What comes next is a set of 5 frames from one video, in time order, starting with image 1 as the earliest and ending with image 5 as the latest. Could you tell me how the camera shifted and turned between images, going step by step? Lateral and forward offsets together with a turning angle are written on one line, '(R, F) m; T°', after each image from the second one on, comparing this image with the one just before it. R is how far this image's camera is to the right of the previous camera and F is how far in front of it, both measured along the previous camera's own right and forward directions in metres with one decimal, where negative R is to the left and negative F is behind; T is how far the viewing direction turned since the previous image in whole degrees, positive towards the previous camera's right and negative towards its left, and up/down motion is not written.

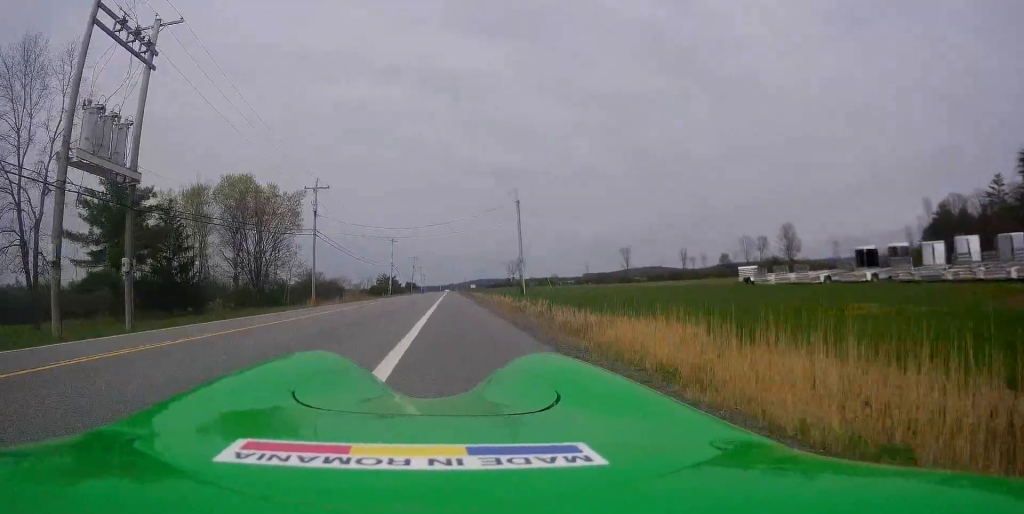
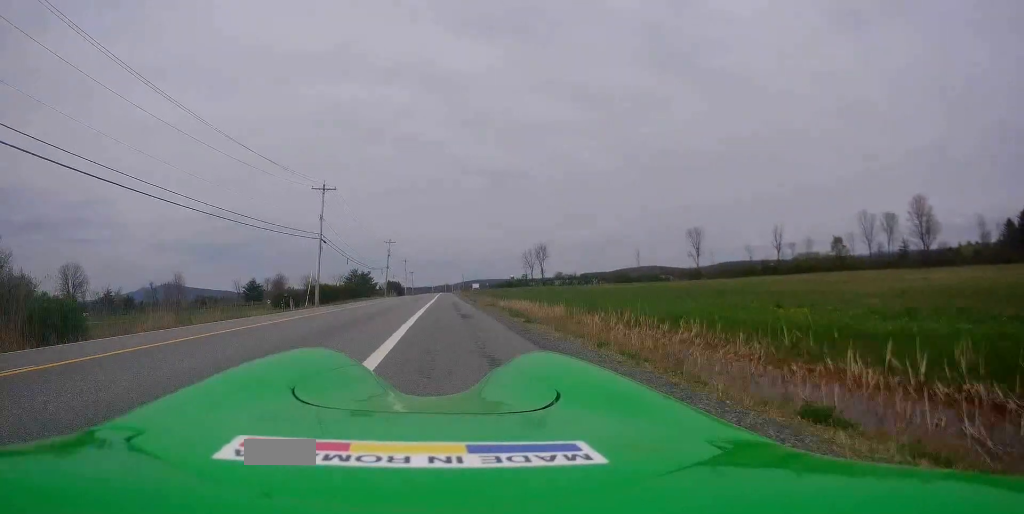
(+0.5, +63.1) m; +1°
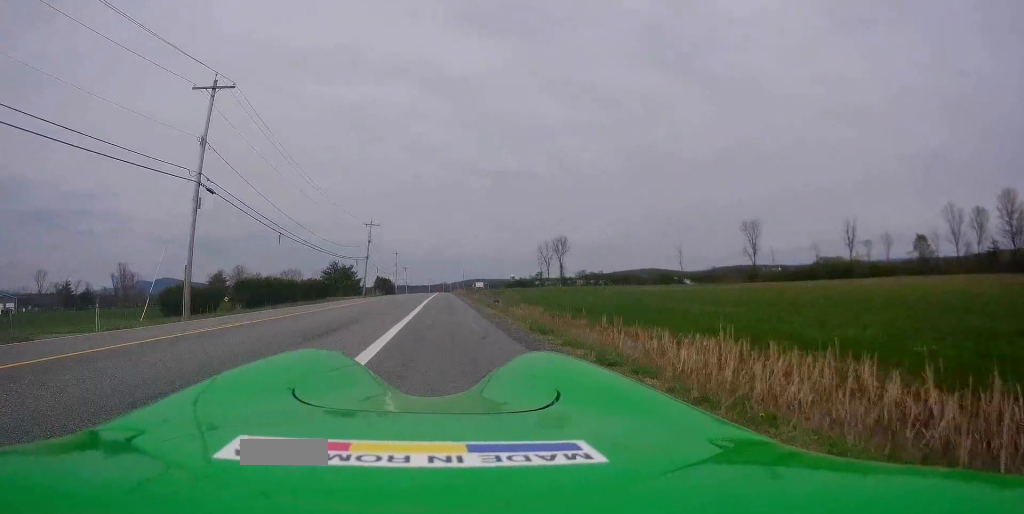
(0.0, +29.1) m; 0°
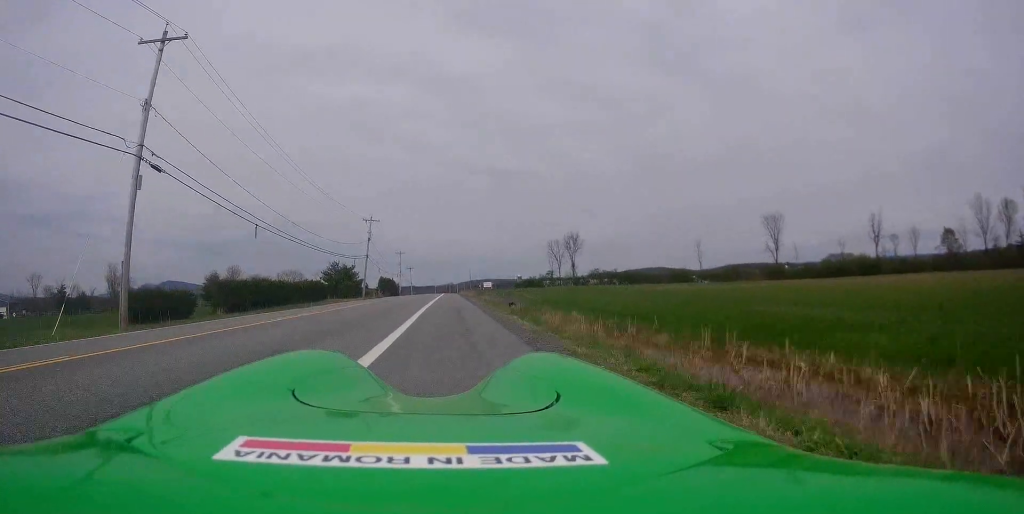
(0.0, +6.3) m; 0°
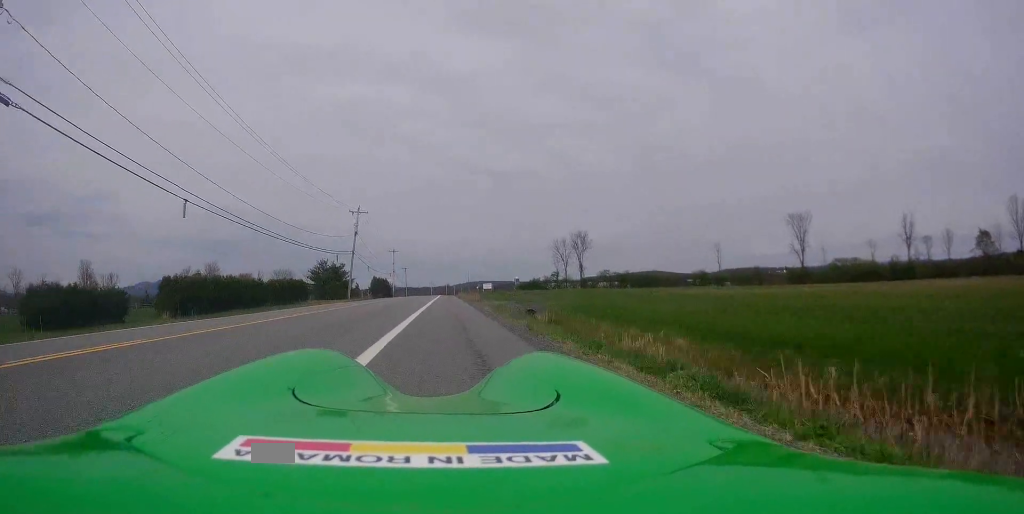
(-0.1, +10.0) m; -1°
